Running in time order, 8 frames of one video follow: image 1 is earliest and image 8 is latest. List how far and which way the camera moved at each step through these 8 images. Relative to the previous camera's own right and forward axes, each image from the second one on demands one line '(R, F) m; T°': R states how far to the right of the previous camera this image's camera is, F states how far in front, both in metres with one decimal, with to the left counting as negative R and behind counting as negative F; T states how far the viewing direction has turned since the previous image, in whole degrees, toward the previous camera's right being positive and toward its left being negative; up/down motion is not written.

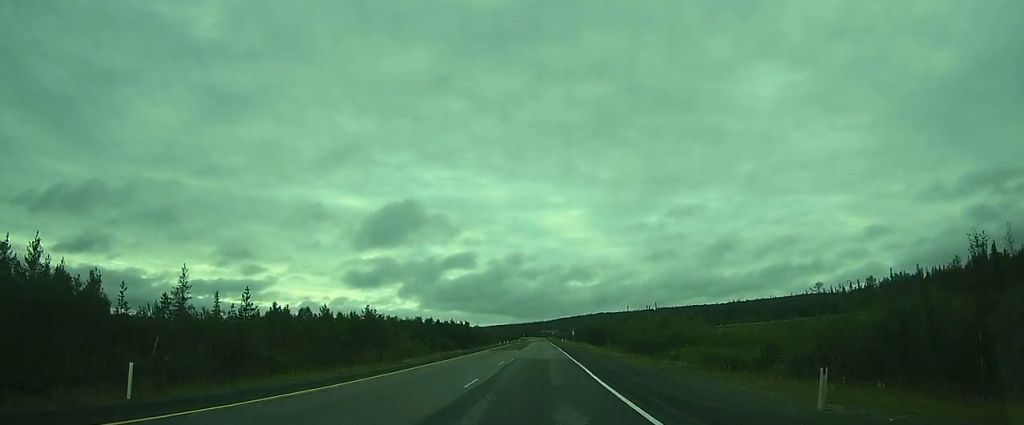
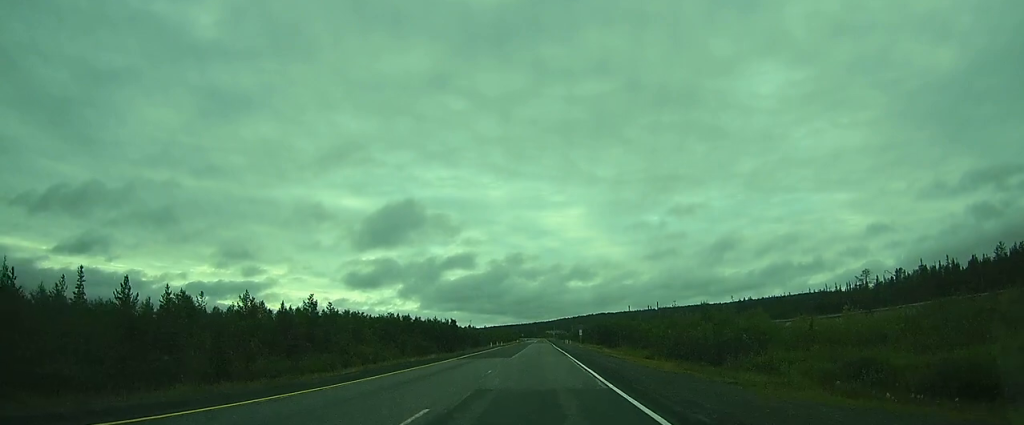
(0.0, +19.7) m; 0°
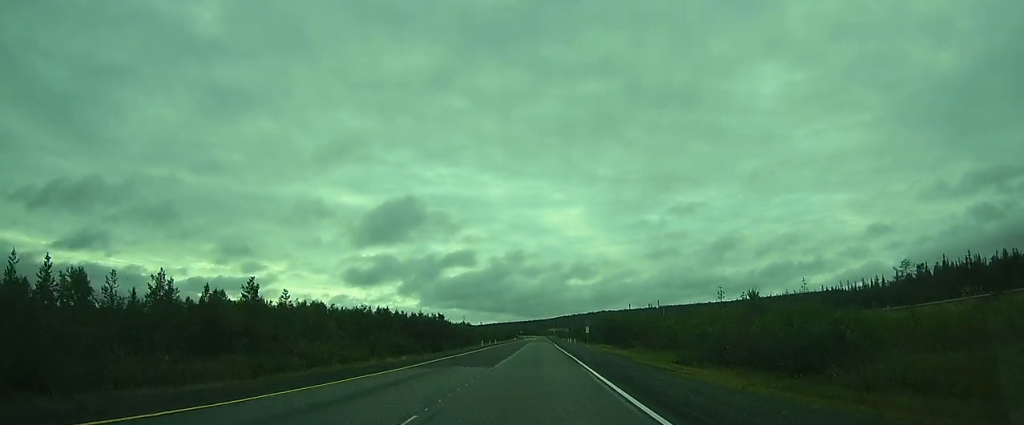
(-0.1, +12.8) m; 0°
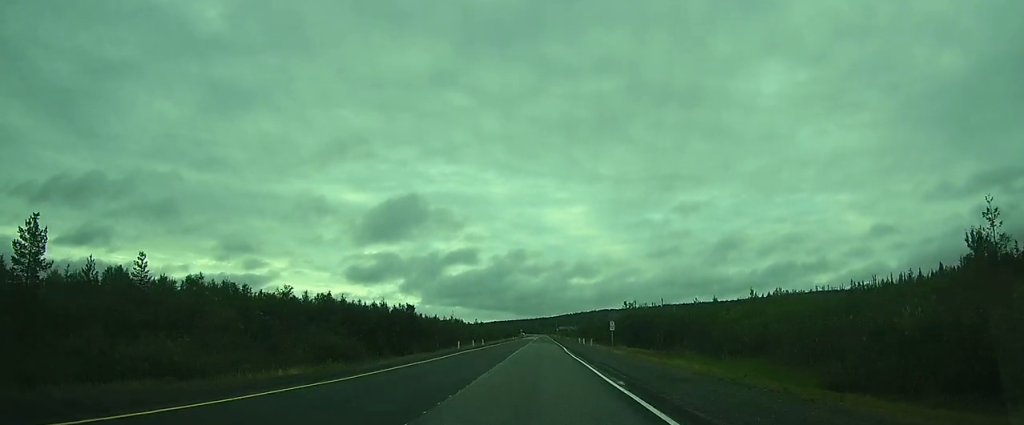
(+0.1, +23.4) m; 0°
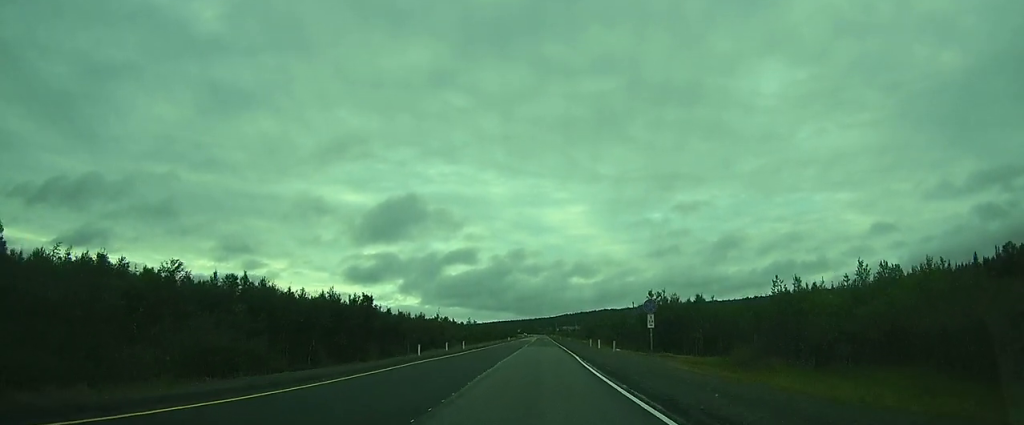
(-0.1, +17.5) m; 0°
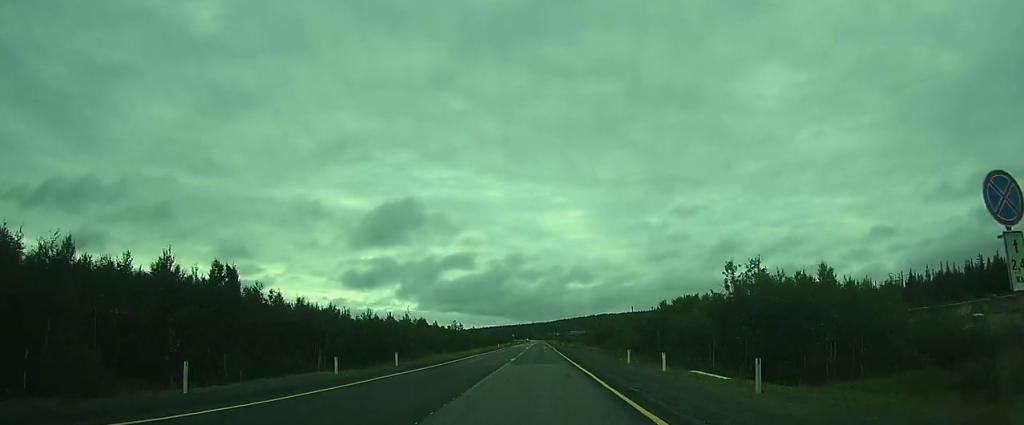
(-0.1, +25.3) m; 0°
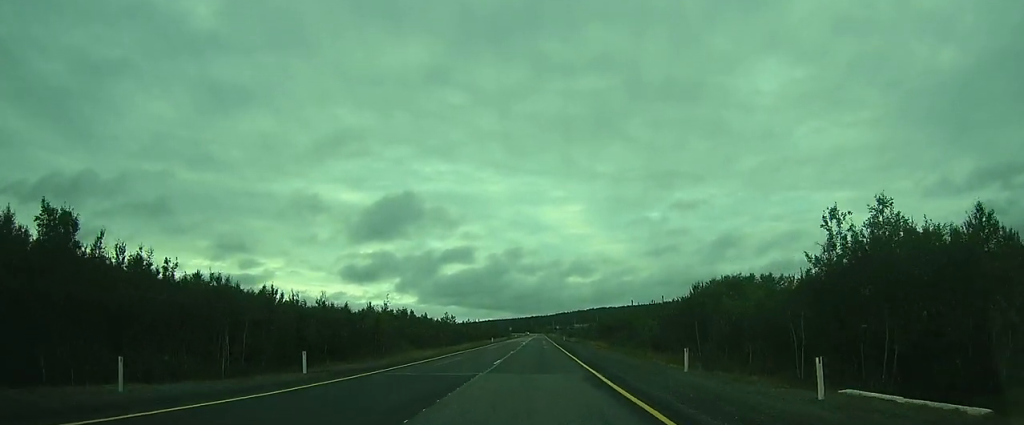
(0.0, +12.4) m; 0°
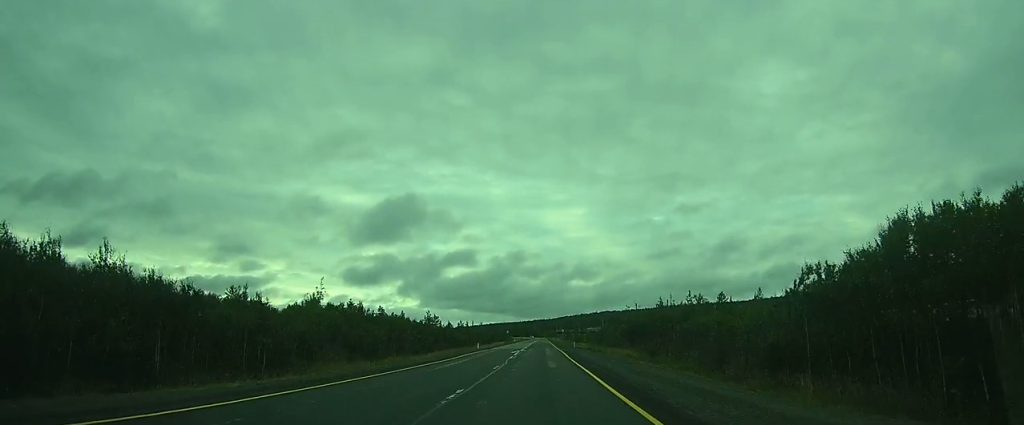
(0.0, +25.6) m; 0°
